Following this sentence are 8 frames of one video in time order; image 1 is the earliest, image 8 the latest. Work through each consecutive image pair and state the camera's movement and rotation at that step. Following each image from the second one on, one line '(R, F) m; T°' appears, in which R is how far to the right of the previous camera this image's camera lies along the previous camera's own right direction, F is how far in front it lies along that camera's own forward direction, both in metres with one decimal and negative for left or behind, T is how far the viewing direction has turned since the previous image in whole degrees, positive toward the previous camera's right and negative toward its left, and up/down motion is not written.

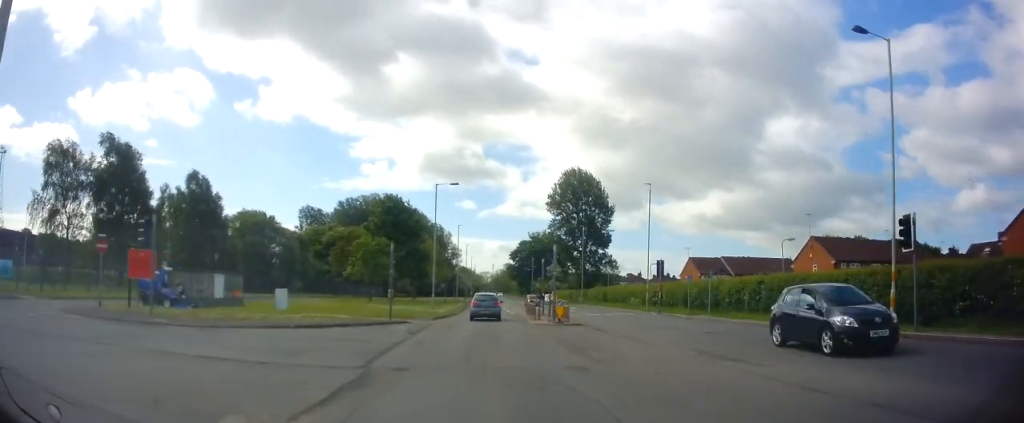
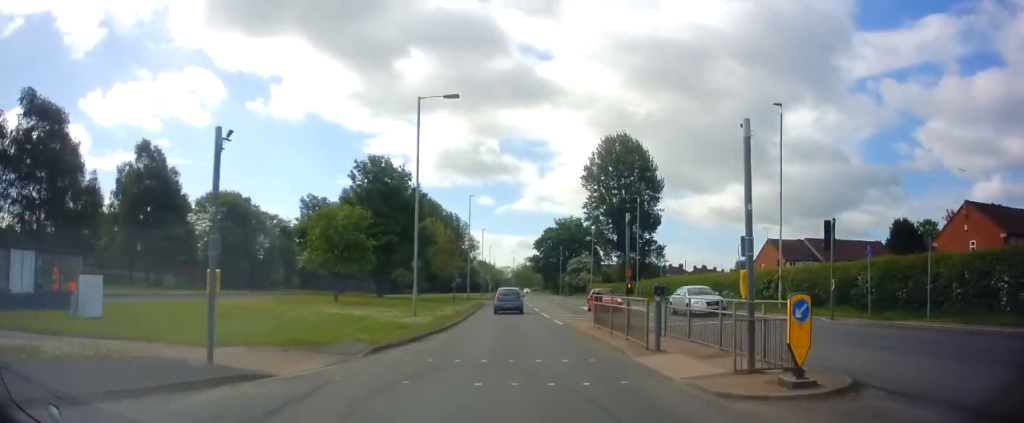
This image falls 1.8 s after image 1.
(-1.3, +19.1) m; -3°
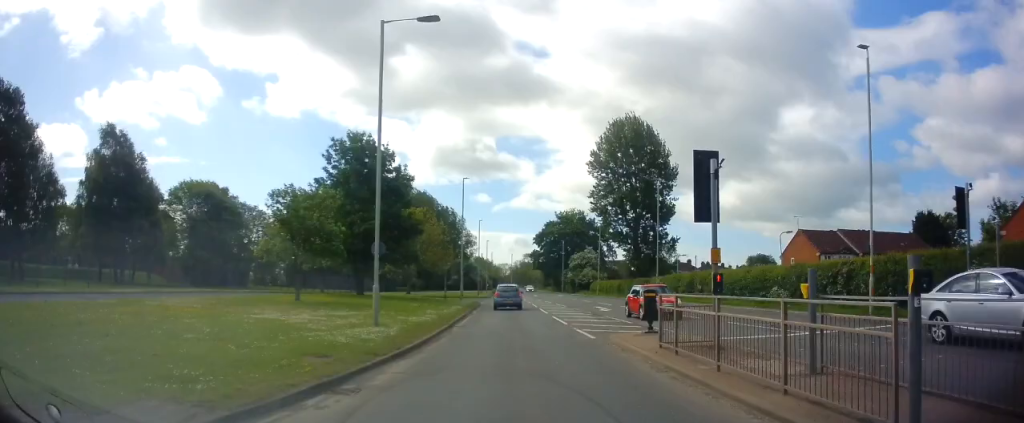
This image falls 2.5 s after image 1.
(+0.3, +7.6) m; +1°
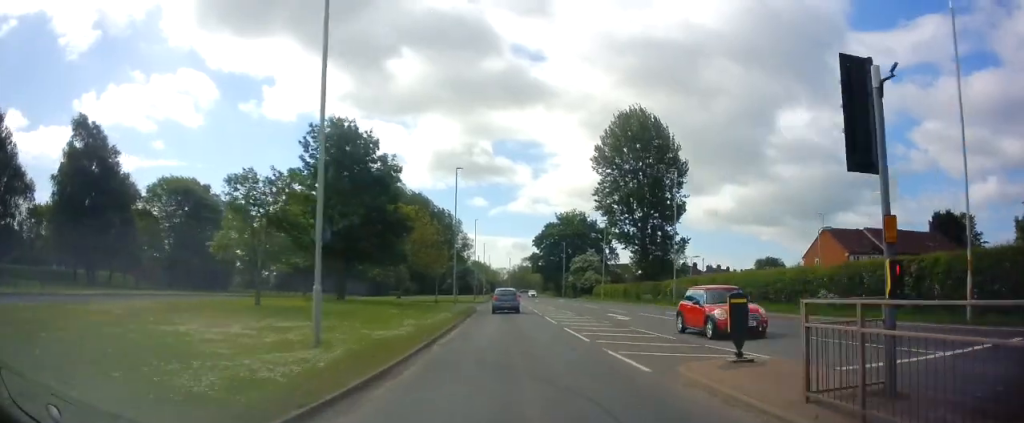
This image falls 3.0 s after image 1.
(+0.2, +5.4) m; +1°
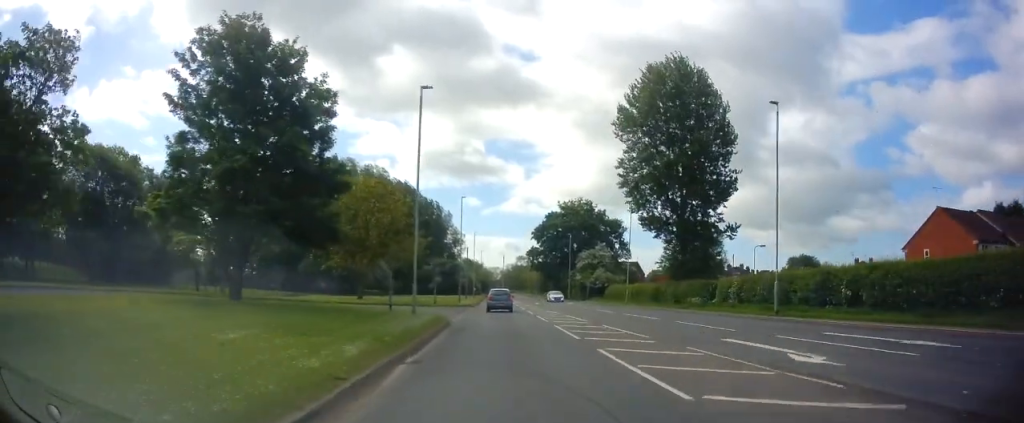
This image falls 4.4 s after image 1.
(-0.5, +17.2) m; -1°
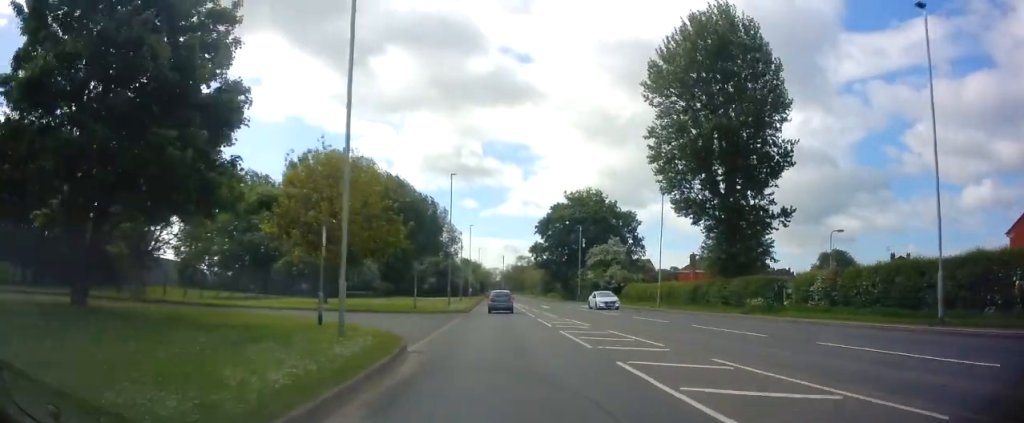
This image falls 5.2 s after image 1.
(0.0, +11.3) m; +1°
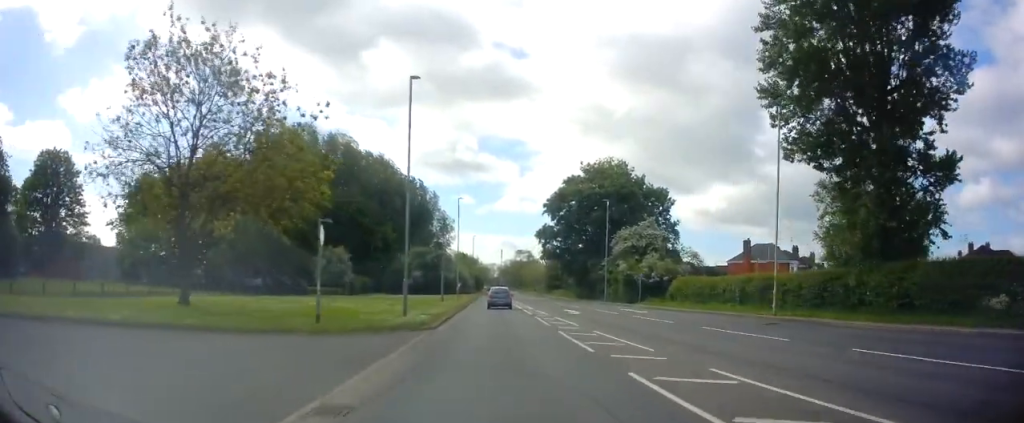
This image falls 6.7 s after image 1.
(0.0, +19.7) m; -1°
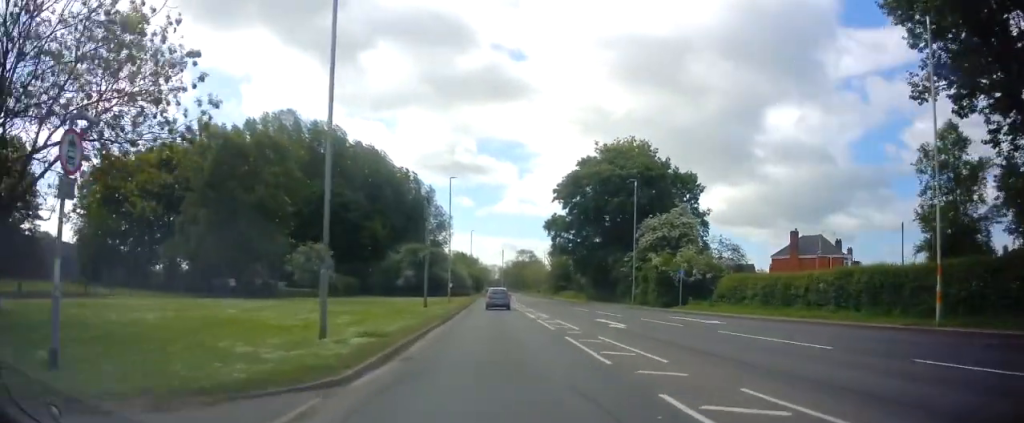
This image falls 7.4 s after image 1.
(0.0, +11.2) m; 0°
